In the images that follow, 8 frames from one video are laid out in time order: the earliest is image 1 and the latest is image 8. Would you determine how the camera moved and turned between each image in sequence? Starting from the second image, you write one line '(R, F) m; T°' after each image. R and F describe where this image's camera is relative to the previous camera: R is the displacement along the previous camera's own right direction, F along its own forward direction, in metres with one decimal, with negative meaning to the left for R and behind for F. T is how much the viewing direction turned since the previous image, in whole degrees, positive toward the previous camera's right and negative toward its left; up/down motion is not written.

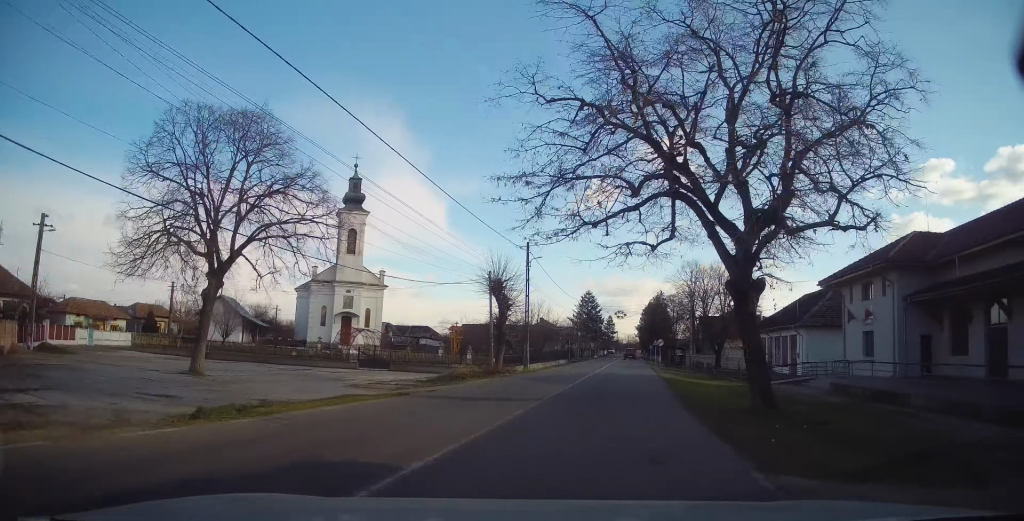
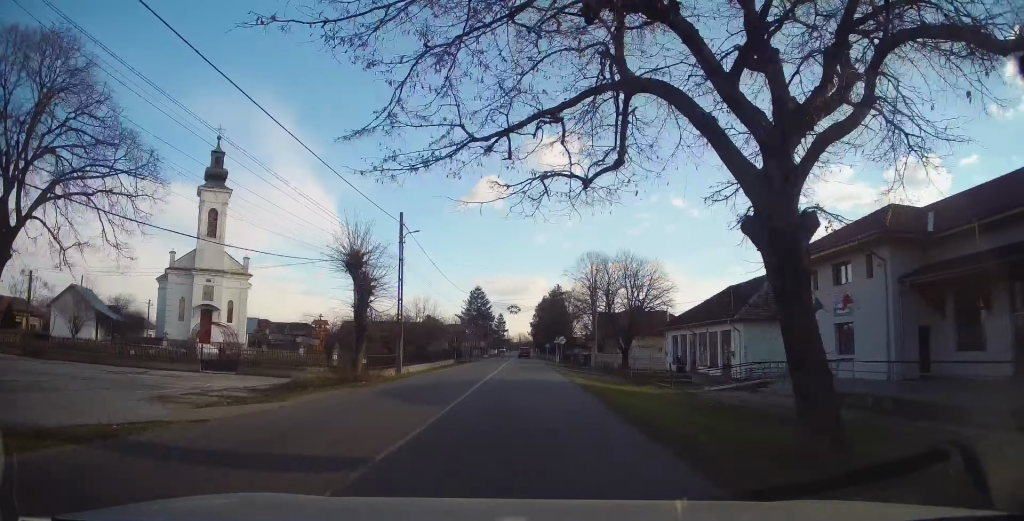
(+1.7, +7.5) m; +12°
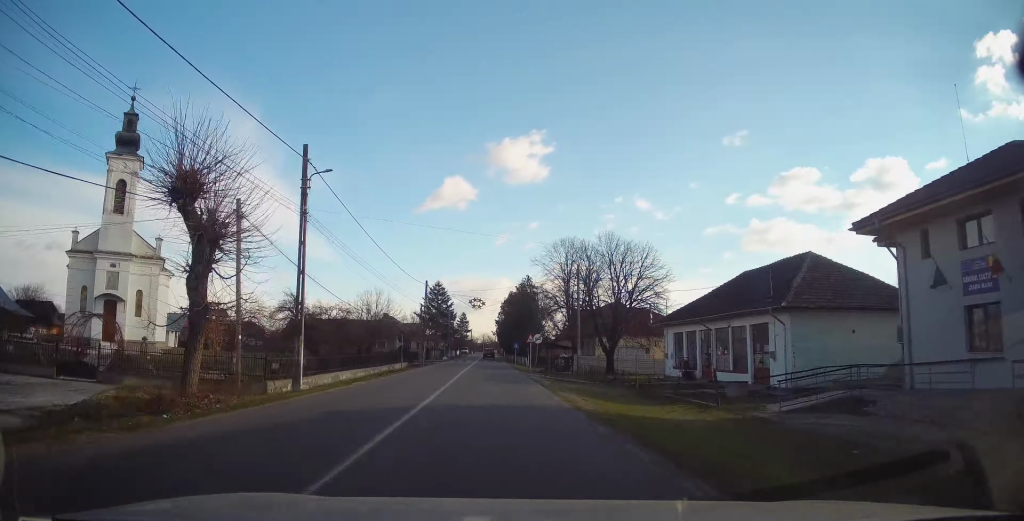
(0.0, +9.4) m; +3°
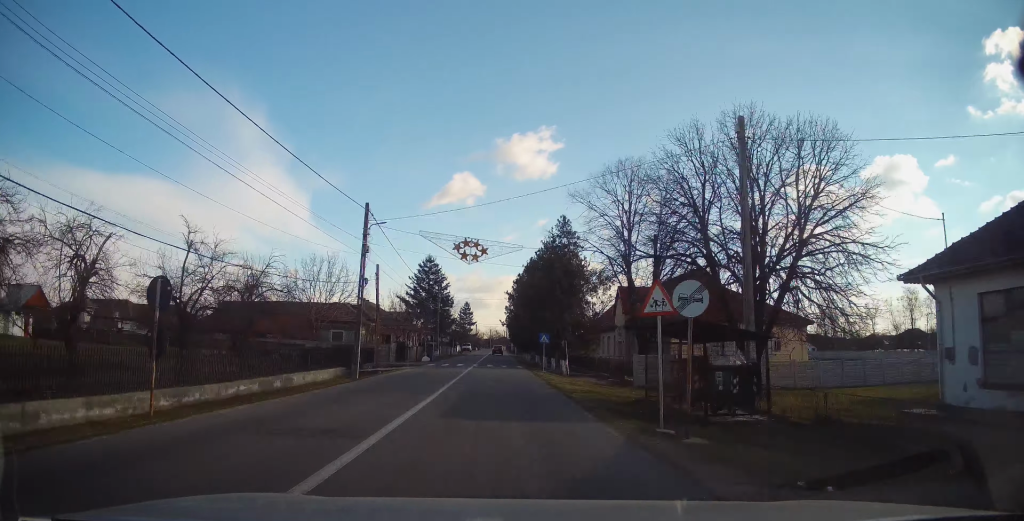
(+0.1, +25.5) m; +1°
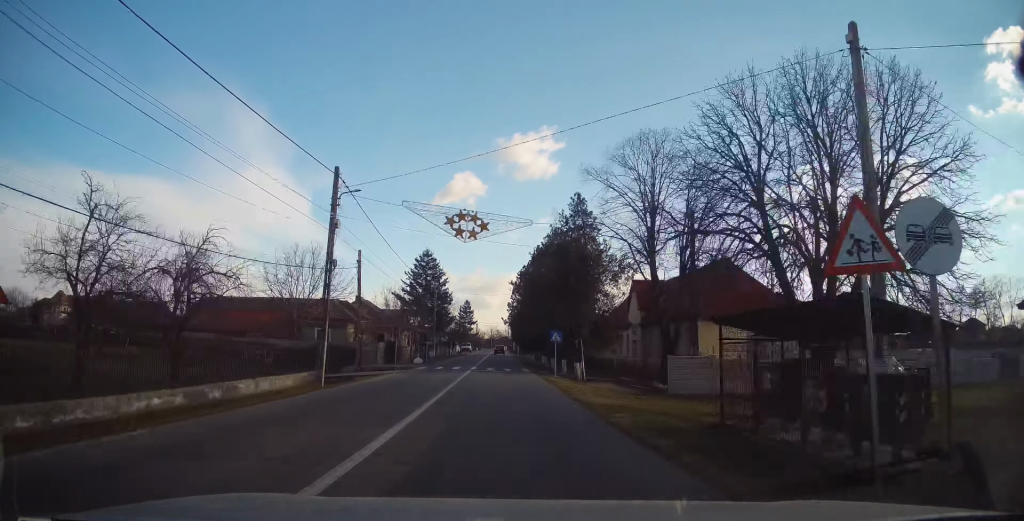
(+0.2, +5.4) m; +1°
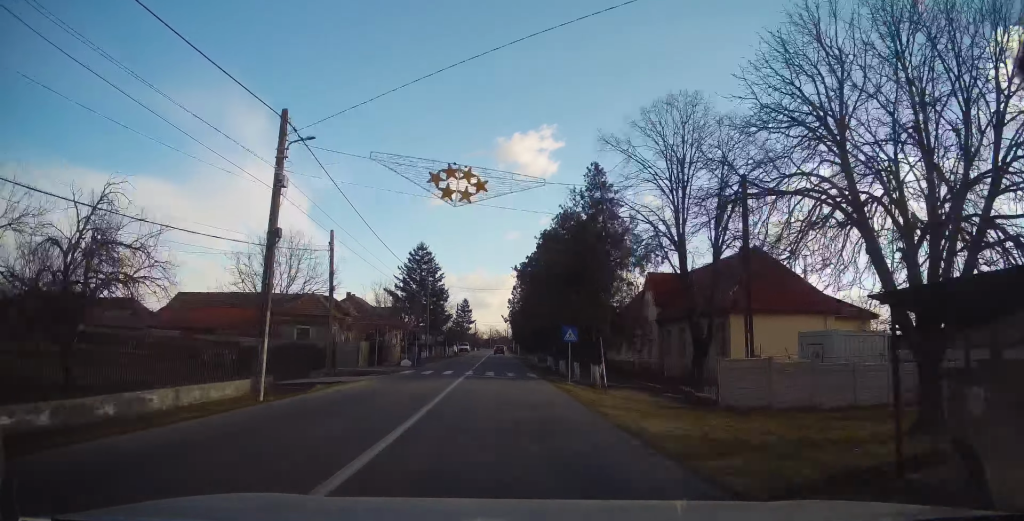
(+0.1, +5.5) m; +1°
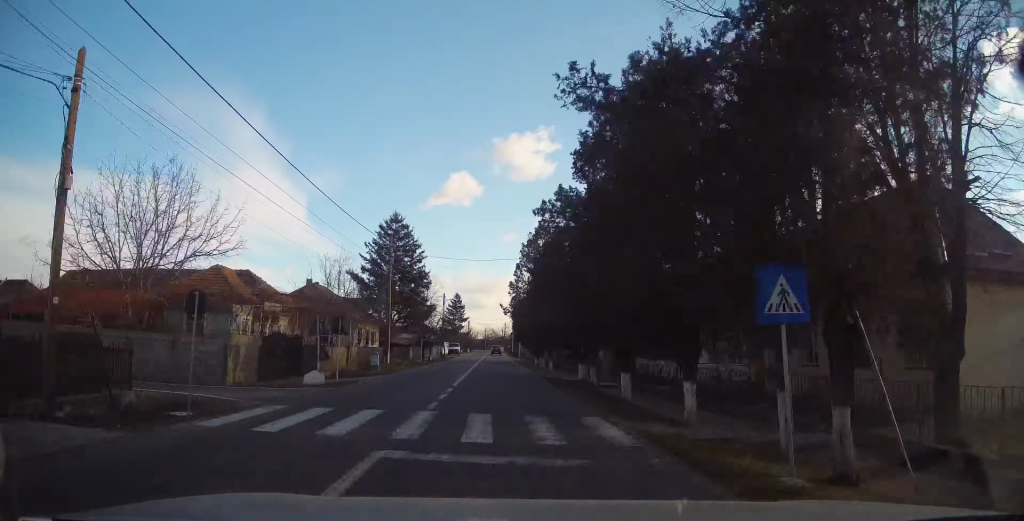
(-0.2, +16.6) m; -2°
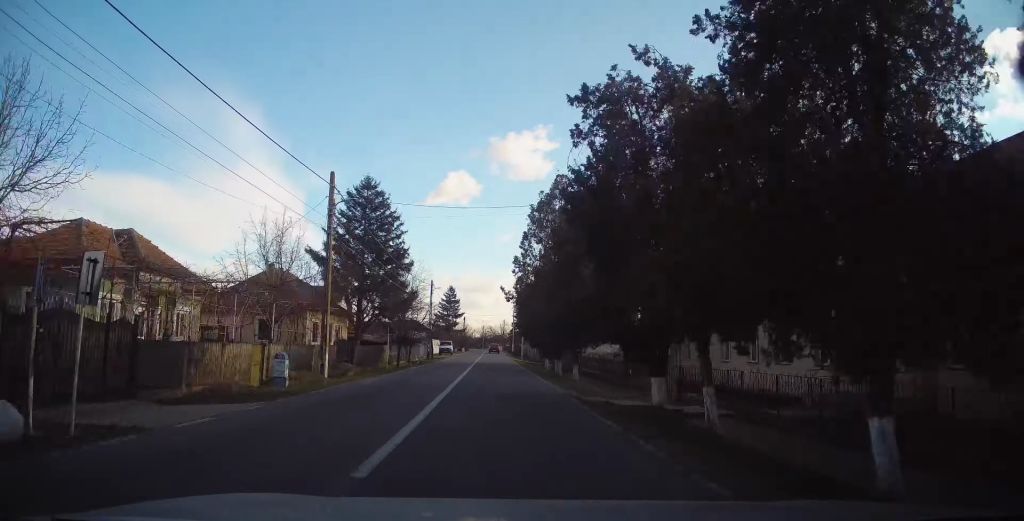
(-0.2, +11.9) m; -1°
